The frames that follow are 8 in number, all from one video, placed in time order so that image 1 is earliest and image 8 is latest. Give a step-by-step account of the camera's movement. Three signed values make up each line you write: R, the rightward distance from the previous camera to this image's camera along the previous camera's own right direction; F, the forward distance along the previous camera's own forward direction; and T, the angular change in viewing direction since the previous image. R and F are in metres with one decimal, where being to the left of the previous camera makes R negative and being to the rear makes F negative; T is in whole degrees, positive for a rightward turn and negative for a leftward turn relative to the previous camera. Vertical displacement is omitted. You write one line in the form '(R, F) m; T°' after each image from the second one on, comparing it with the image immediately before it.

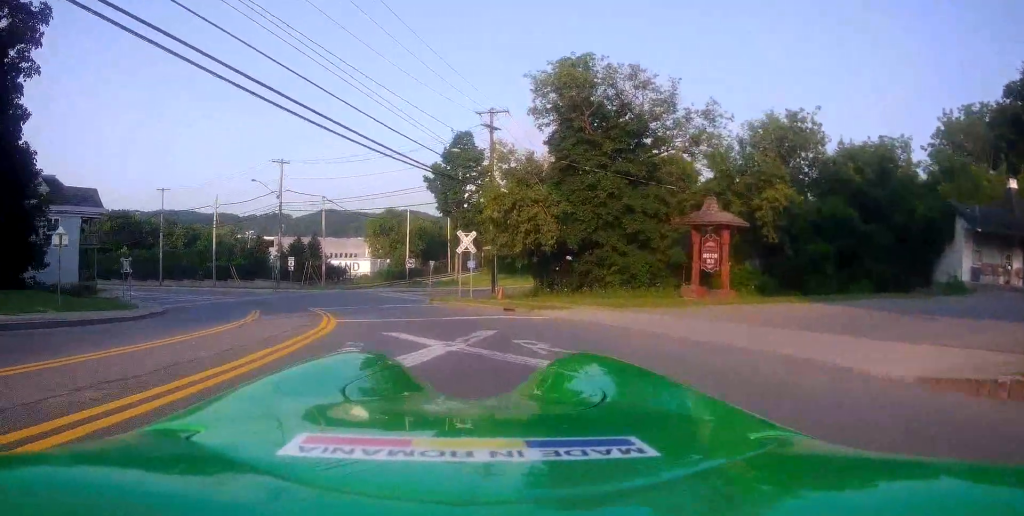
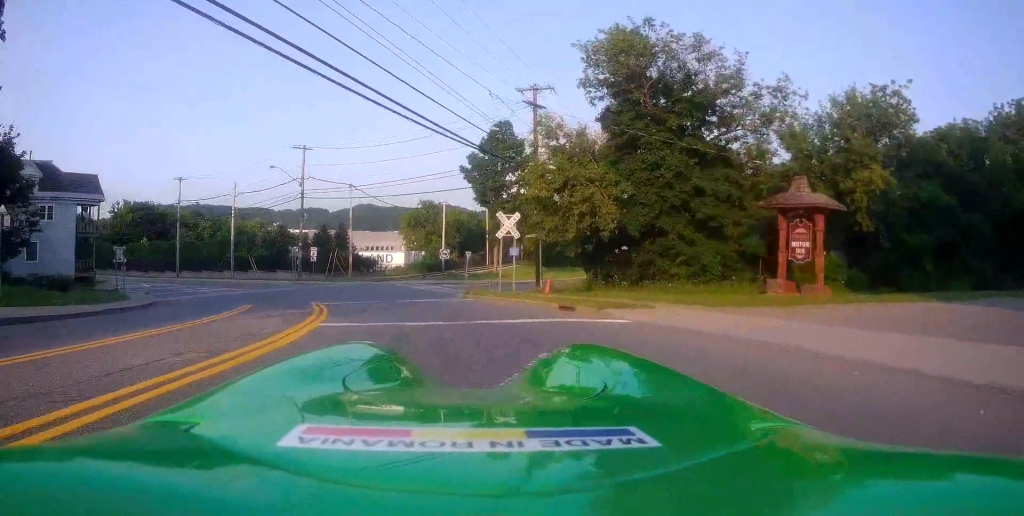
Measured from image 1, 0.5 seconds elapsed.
(-0.1, +5.1) m; -5°
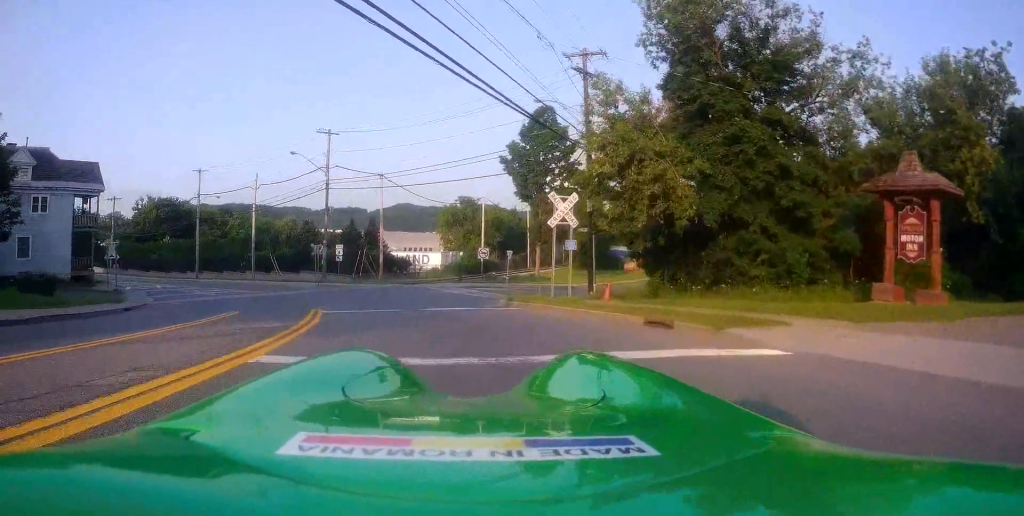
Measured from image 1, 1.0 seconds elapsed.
(-0.4, +4.7) m; -4°
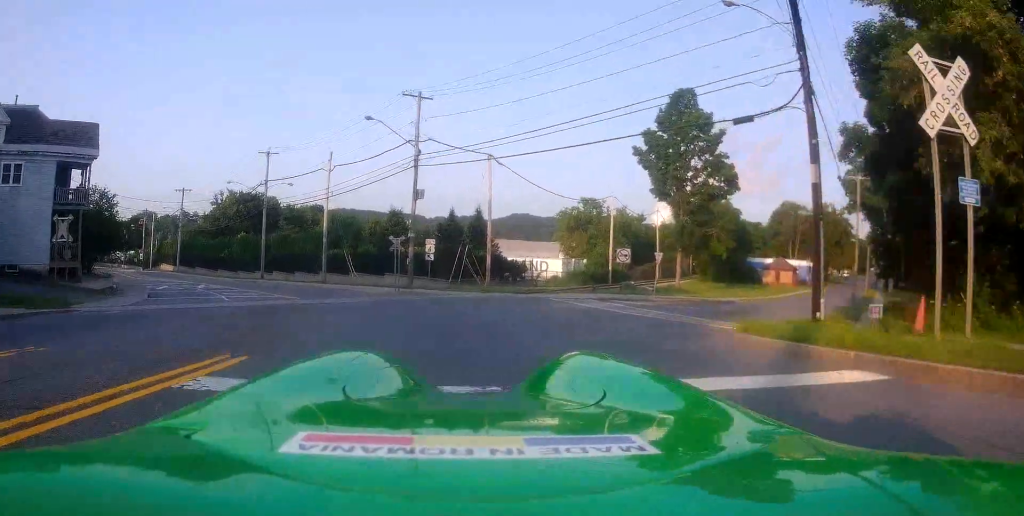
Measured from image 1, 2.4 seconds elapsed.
(-0.9, +12.5) m; -9°
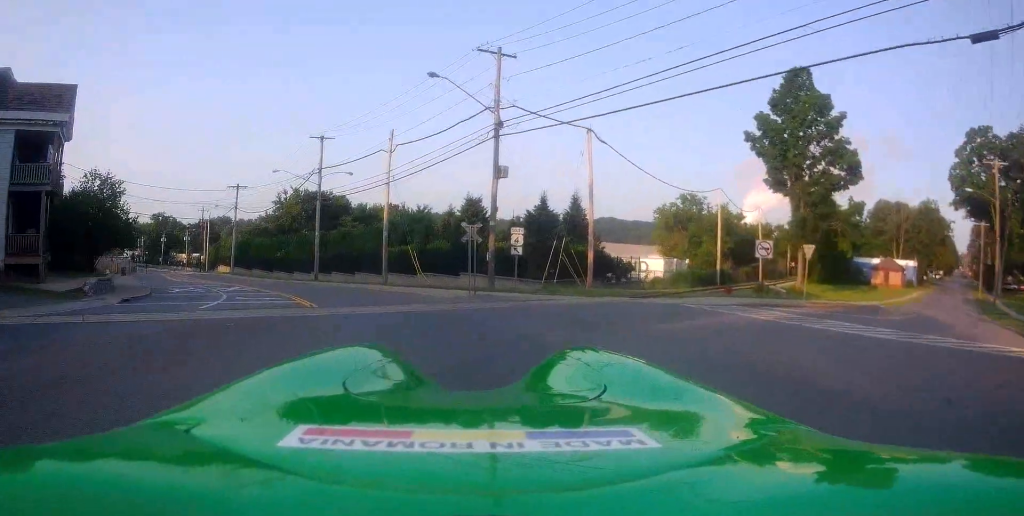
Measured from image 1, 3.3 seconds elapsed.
(-0.6, +9.1) m; -11°
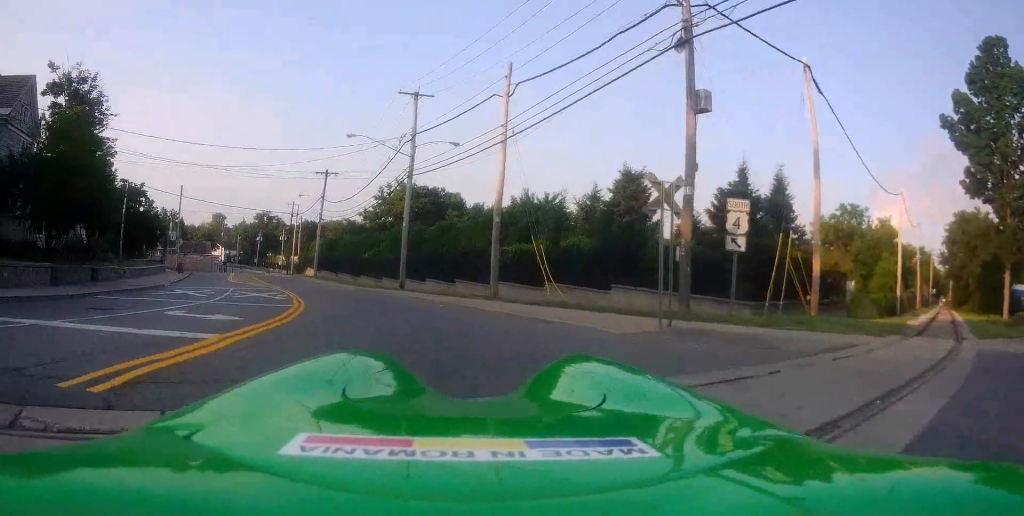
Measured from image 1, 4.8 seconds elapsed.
(-1.6, +13.4) m; -8°
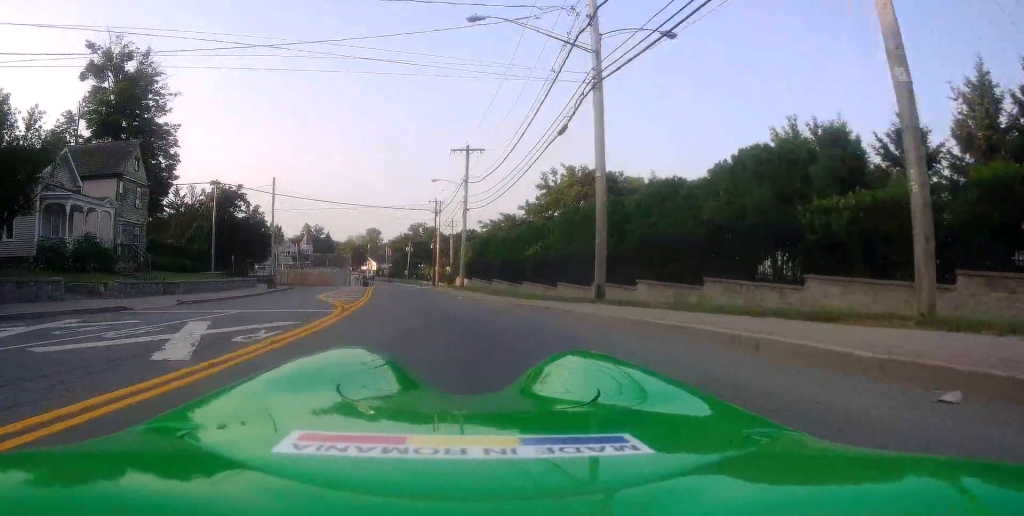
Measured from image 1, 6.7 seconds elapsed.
(-1.8, +17.9) m; -14°
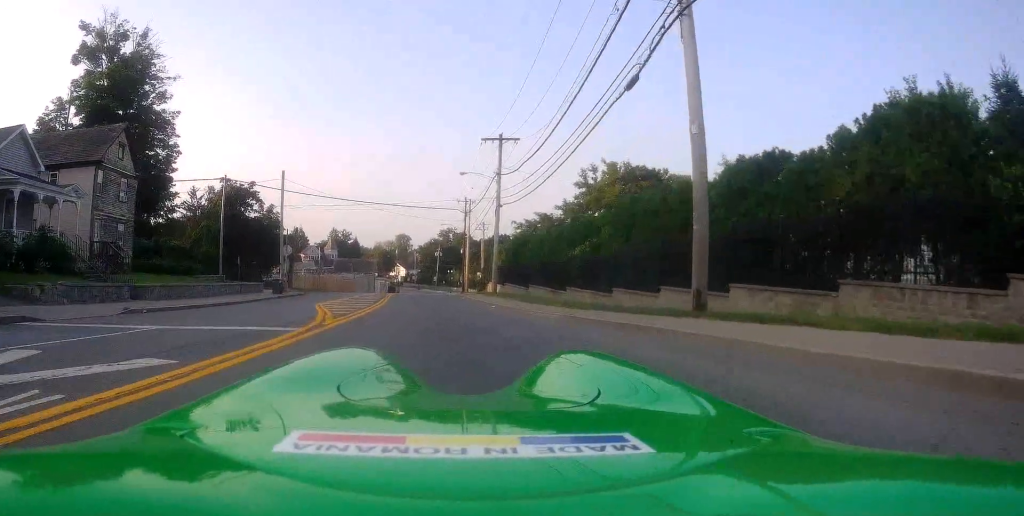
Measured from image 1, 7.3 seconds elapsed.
(-0.3, +5.7) m; -3°
